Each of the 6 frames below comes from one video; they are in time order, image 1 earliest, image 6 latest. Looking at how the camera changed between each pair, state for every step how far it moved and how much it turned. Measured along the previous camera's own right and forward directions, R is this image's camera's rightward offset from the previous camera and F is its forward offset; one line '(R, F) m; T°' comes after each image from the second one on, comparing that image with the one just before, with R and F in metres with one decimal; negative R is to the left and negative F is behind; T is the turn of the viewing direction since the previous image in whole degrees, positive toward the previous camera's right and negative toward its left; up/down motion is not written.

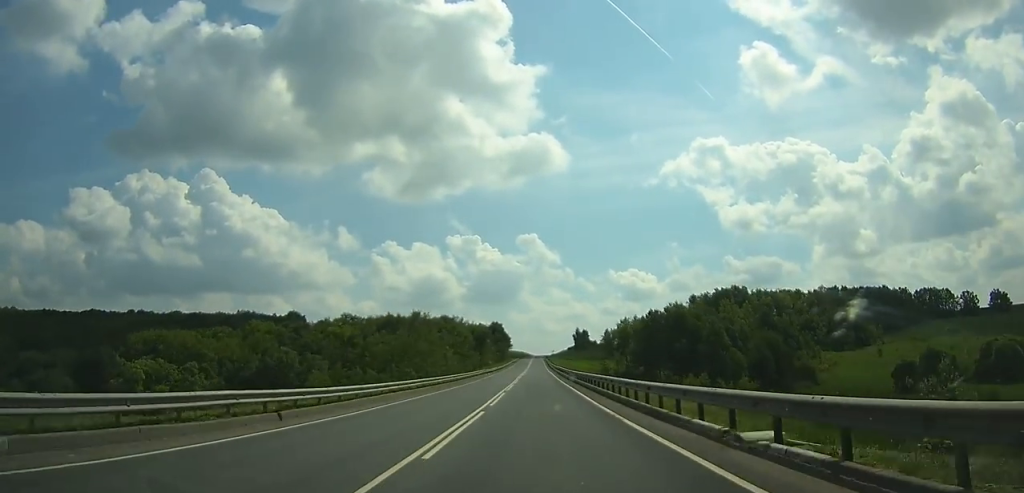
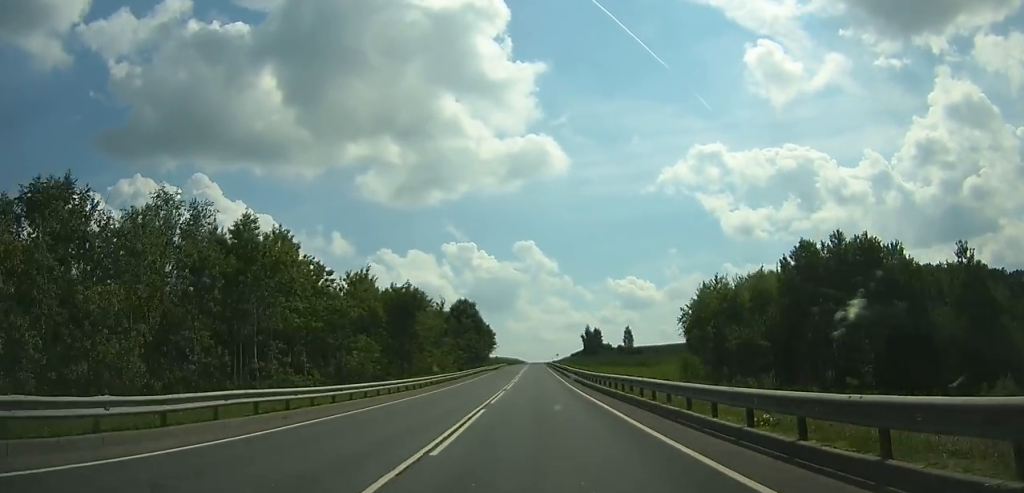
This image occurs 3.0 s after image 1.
(0.0, +84.2) m; 0°
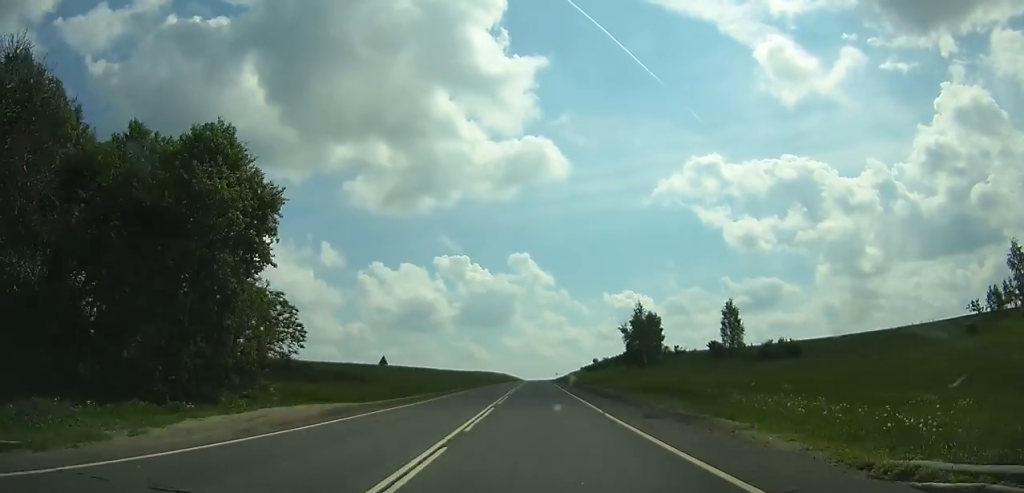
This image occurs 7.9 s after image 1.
(+0.8, +136.6) m; +1°
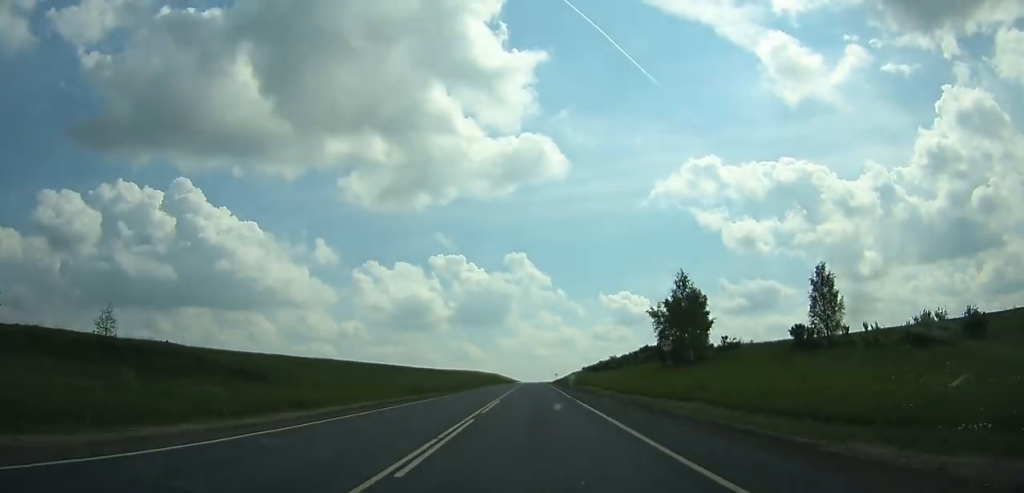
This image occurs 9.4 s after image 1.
(+0.3, +41.6) m; 0°
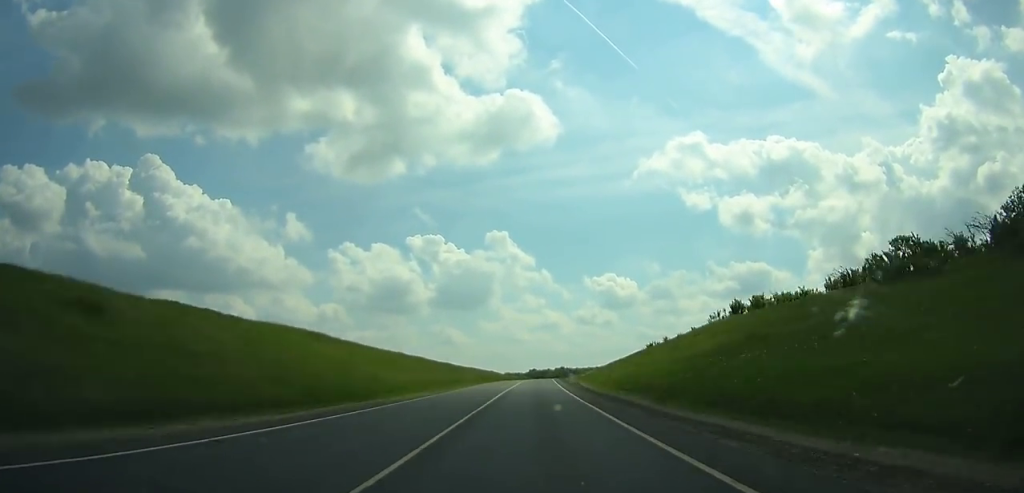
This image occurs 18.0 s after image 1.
(+3.6, +238.4) m; +2°
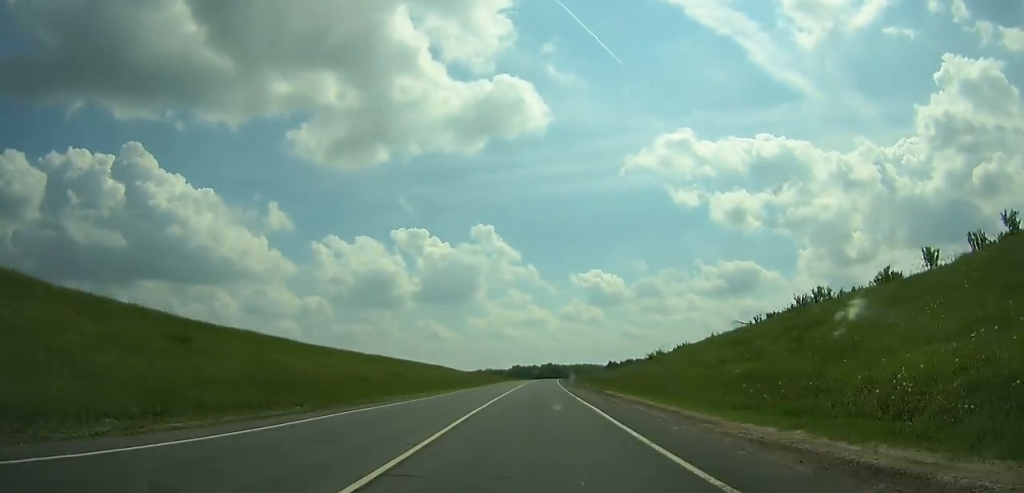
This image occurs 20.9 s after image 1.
(+0.8, +79.4) m; +2°
